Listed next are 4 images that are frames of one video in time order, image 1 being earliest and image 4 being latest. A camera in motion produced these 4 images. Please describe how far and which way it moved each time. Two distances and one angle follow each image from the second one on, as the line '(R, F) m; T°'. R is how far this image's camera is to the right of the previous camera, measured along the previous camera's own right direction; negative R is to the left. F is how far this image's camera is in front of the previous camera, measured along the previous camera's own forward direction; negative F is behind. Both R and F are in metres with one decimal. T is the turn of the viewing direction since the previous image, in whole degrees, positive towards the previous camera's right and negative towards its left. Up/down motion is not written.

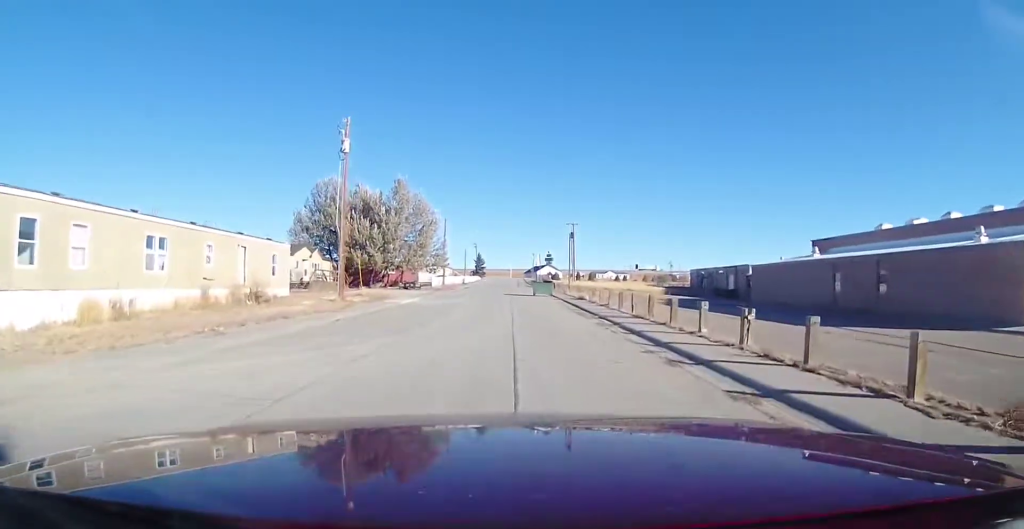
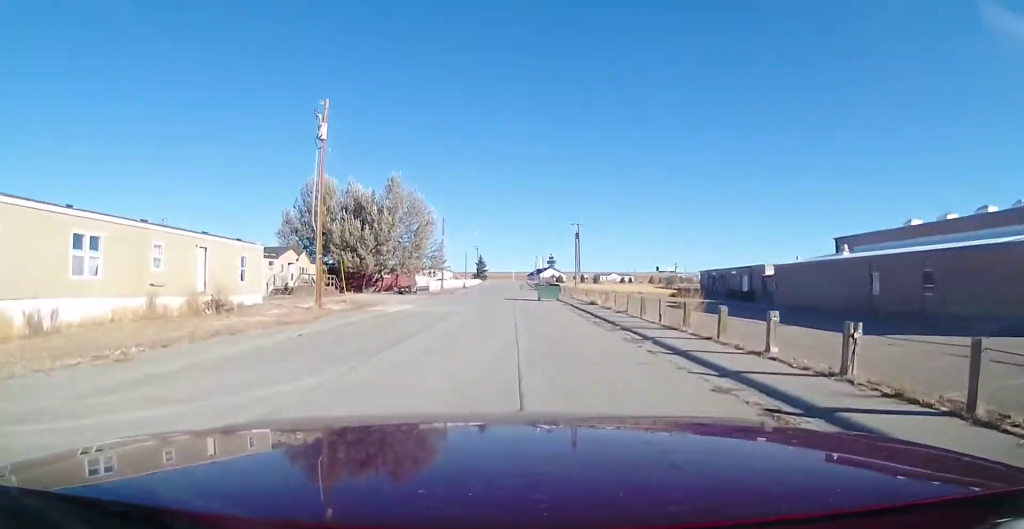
(0.0, +4.4) m; 0°
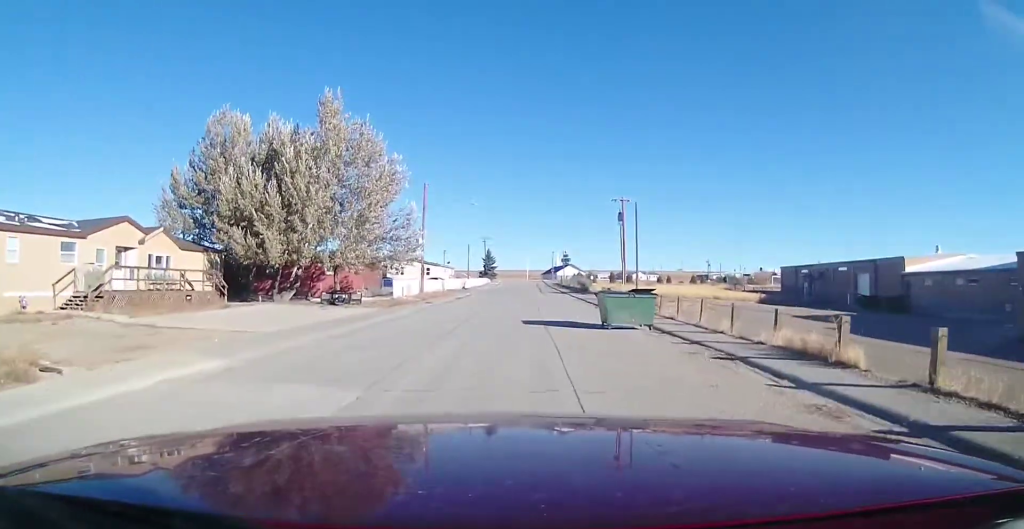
(-0.8, +26.2) m; -2°
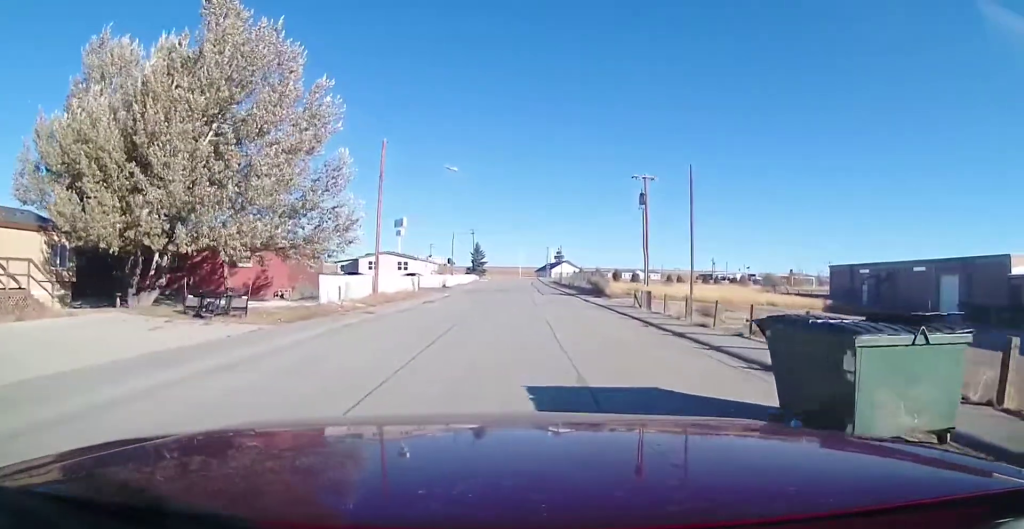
(0.0, +14.1) m; -2°
